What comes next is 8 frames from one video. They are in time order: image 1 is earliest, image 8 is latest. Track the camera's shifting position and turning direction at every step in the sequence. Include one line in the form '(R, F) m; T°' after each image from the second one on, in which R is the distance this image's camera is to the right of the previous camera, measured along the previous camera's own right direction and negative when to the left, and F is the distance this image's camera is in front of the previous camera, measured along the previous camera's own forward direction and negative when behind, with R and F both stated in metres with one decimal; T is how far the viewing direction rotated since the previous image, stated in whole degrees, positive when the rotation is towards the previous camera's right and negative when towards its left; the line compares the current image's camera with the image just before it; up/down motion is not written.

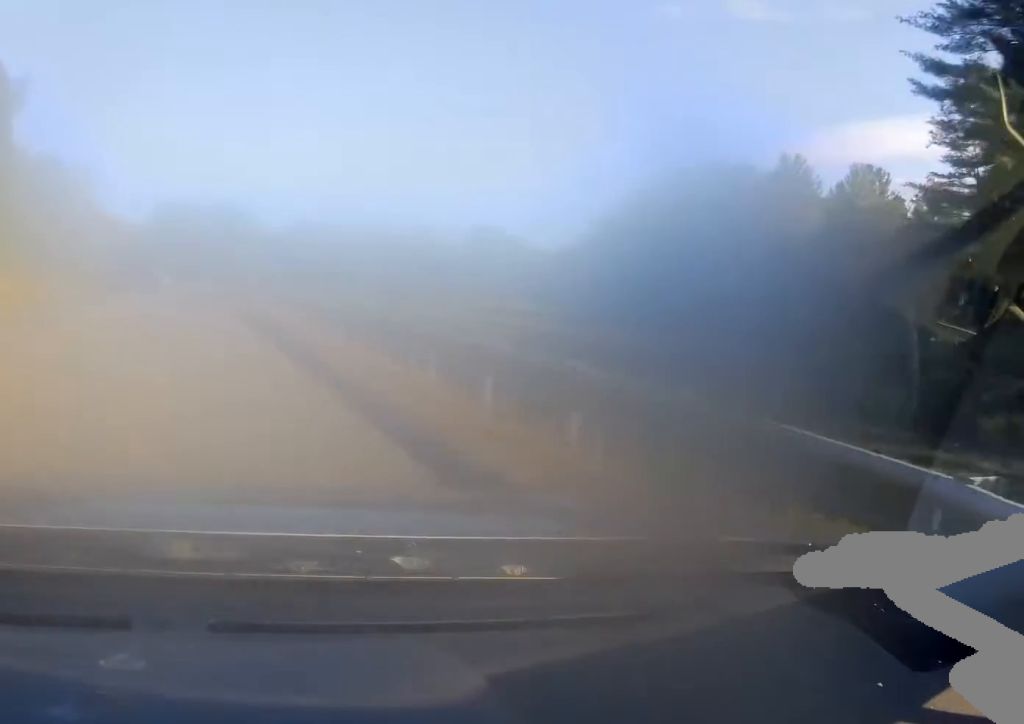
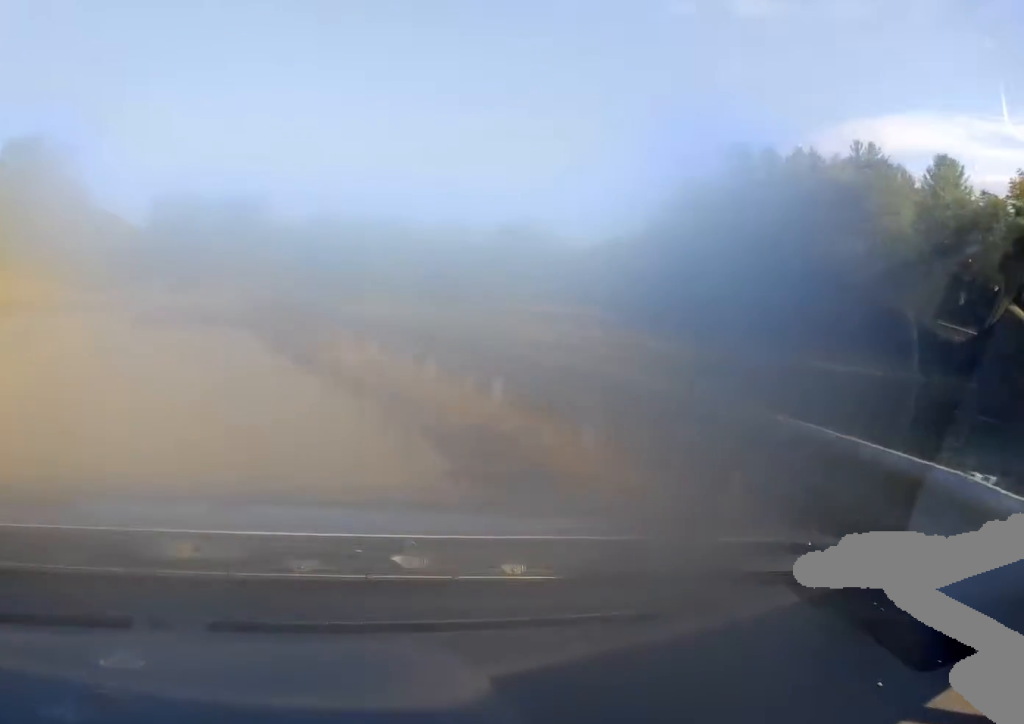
(-0.1, +16.3) m; 0°
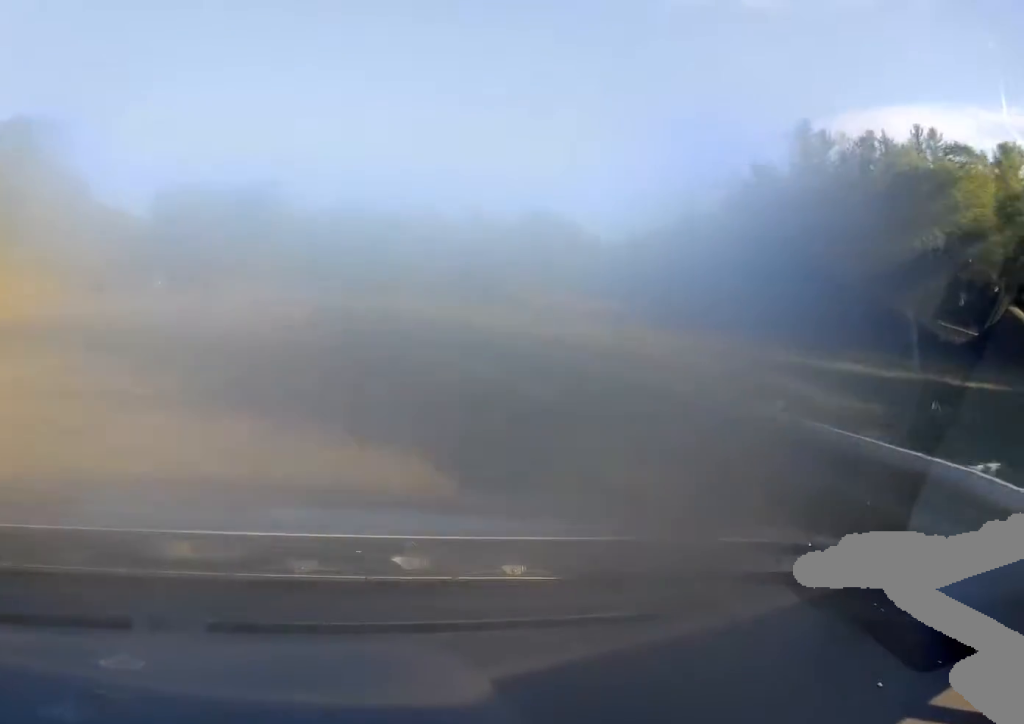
(+0.4, +11.4) m; 0°
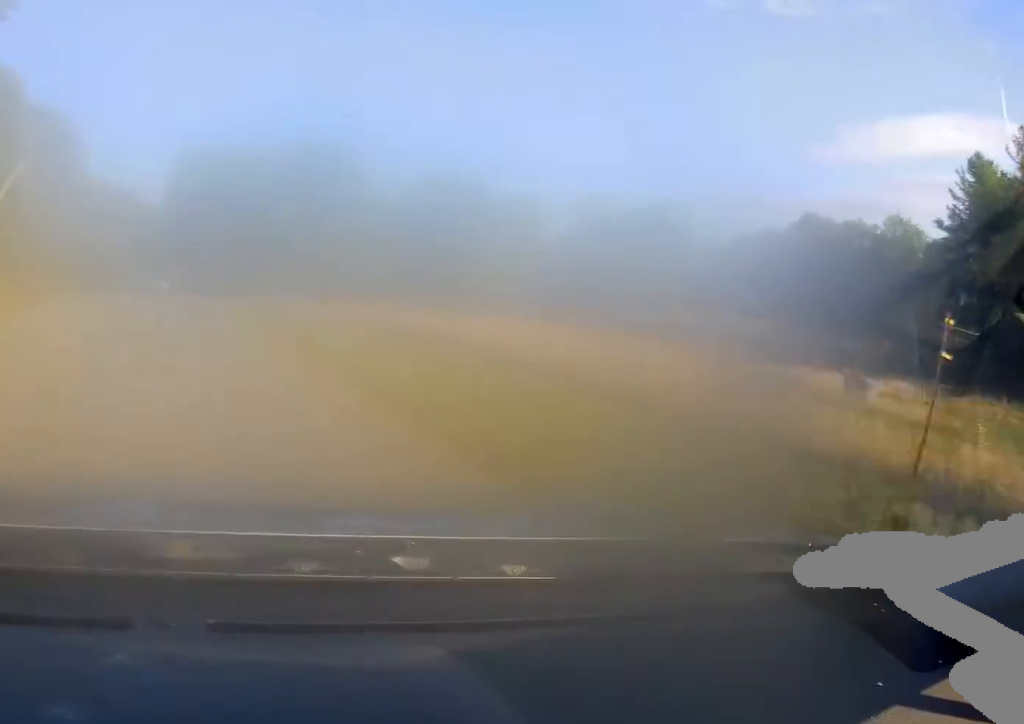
(-0.8, +36.2) m; -1°
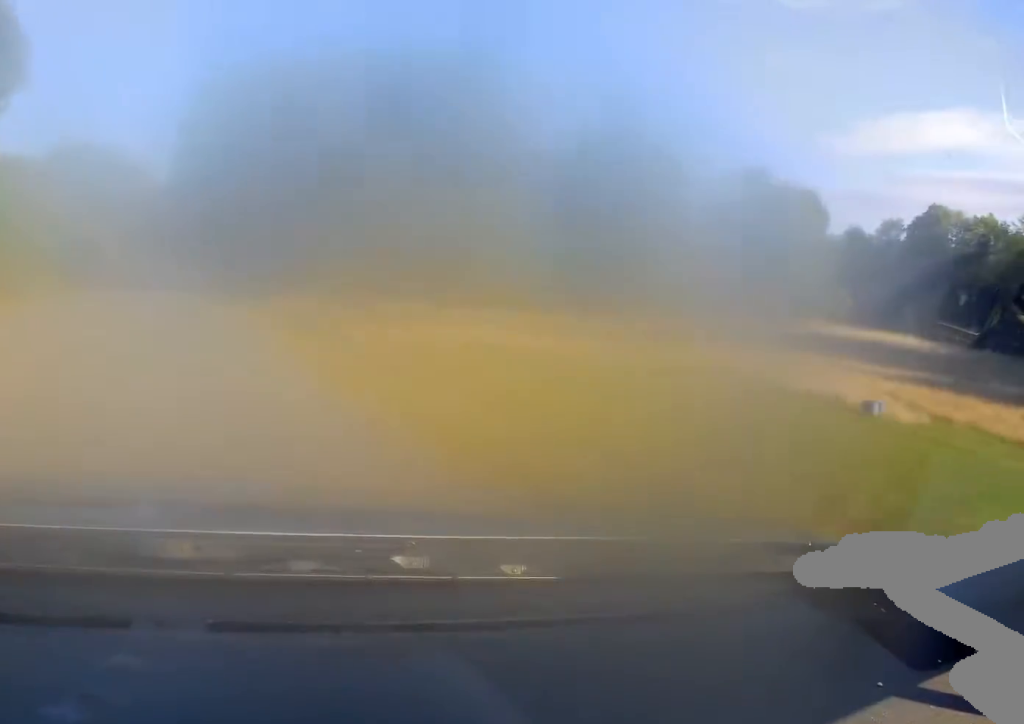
(-0.2, +32.6) m; -2°
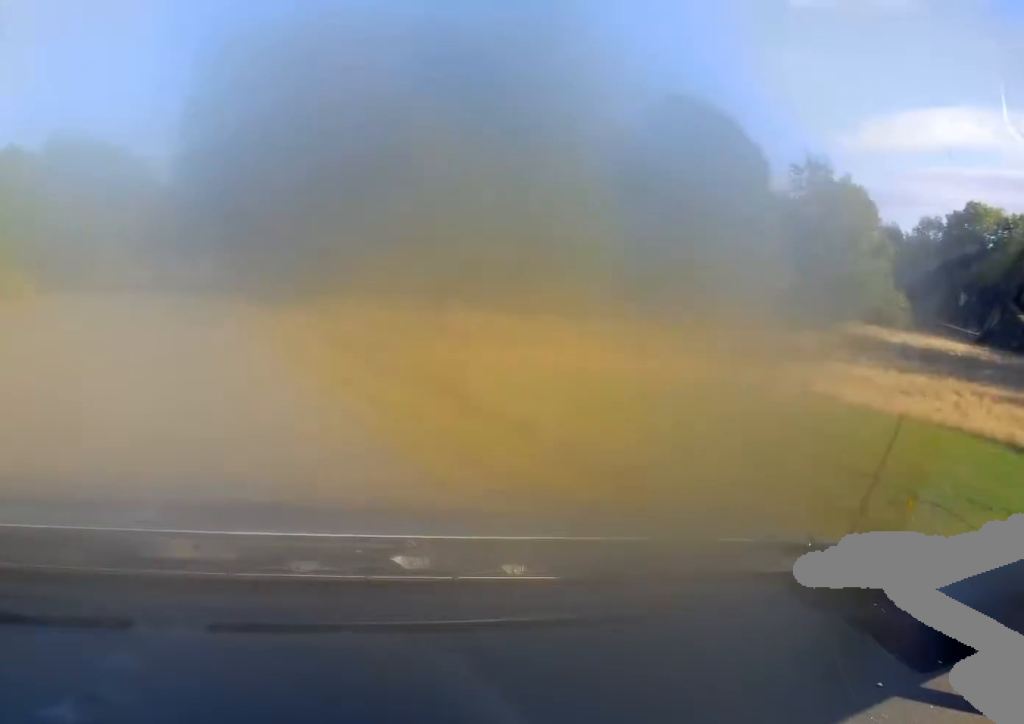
(-0.2, +9.3) m; -1°
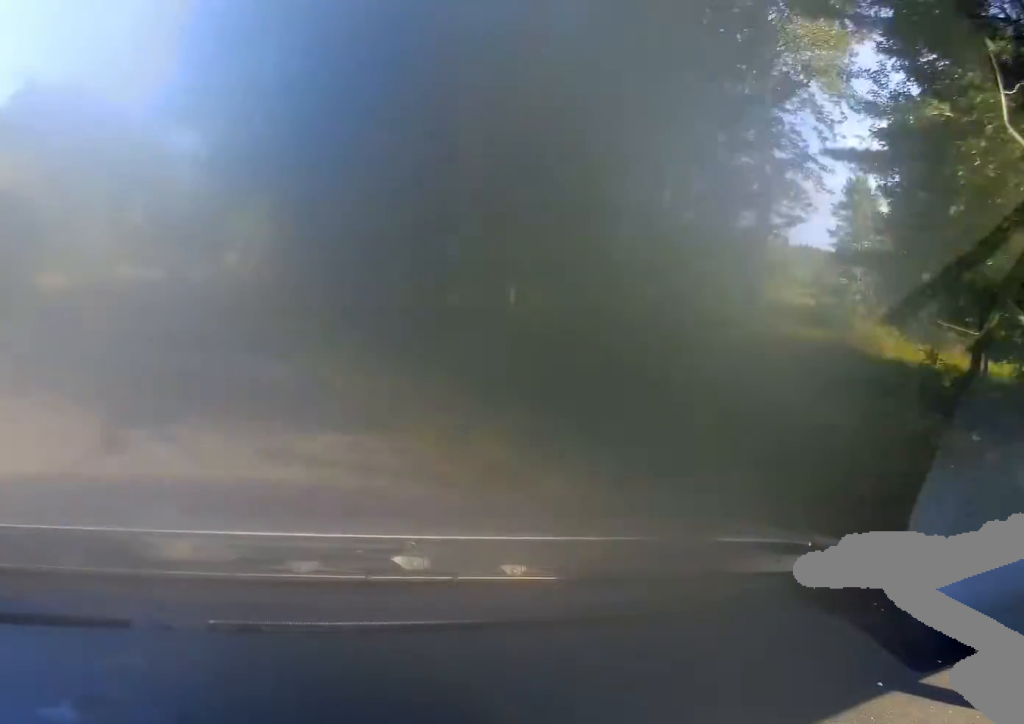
(-0.4, +39.2) m; 0°
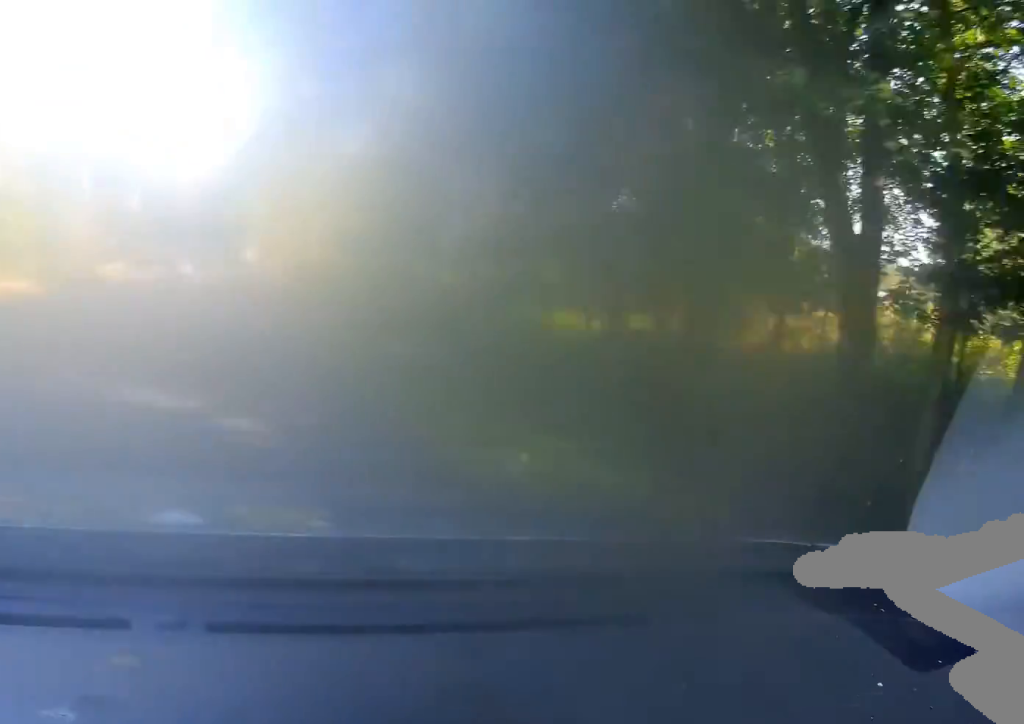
(+0.3, +16.8) m; -1°
